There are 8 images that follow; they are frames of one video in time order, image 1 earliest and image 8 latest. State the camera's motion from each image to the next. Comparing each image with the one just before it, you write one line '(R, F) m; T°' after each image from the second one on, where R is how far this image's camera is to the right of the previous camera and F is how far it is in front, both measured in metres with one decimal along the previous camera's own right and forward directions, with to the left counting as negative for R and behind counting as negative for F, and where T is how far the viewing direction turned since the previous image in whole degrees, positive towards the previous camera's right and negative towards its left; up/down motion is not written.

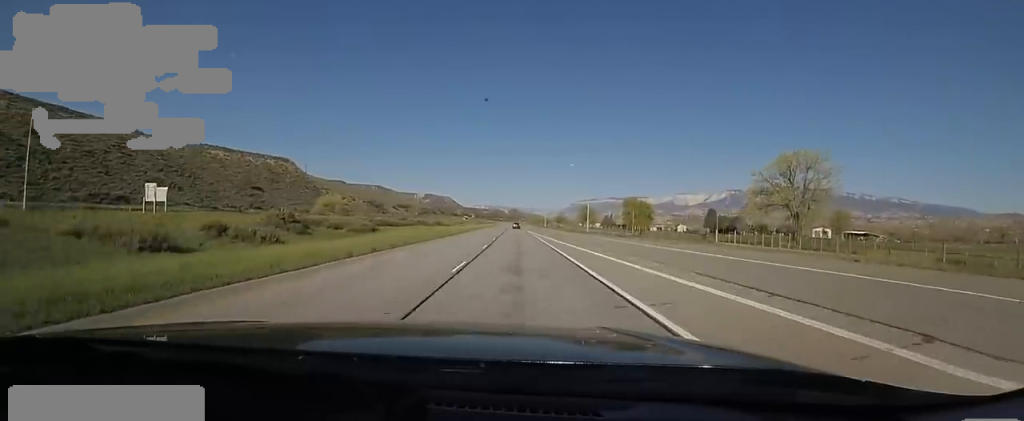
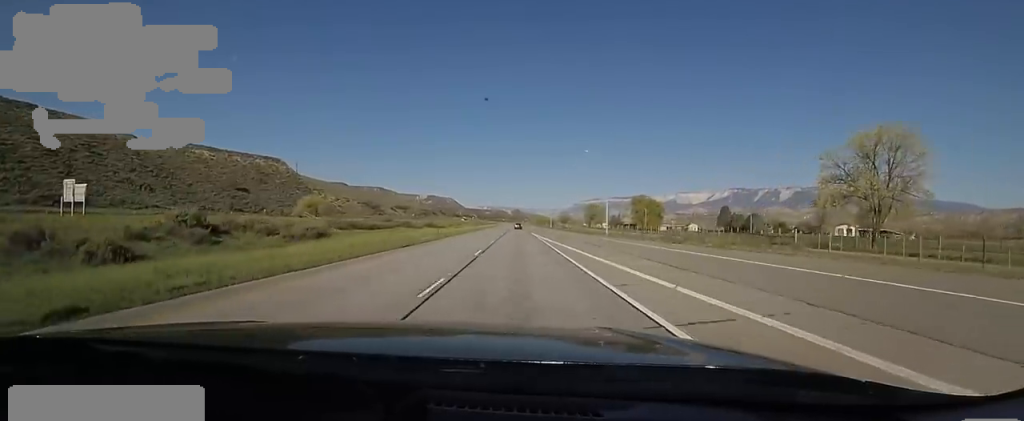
(-0.6, +16.8) m; -1°
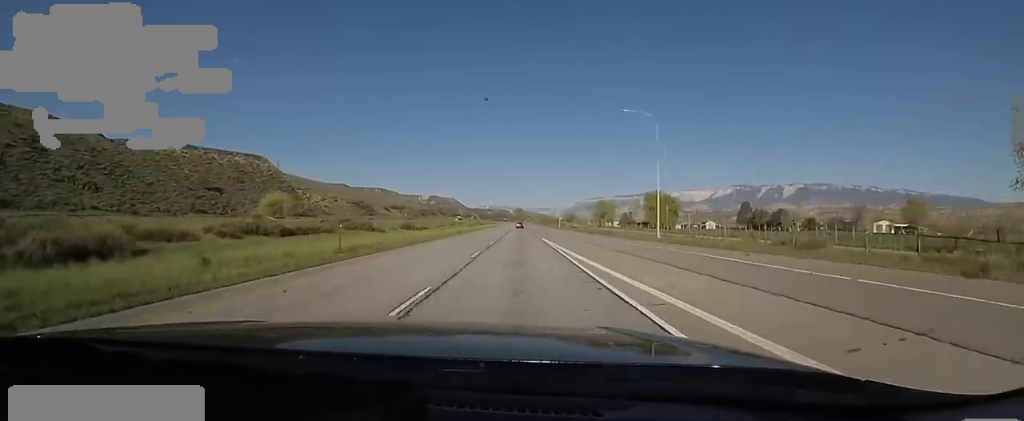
(-0.5, +25.7) m; -1°
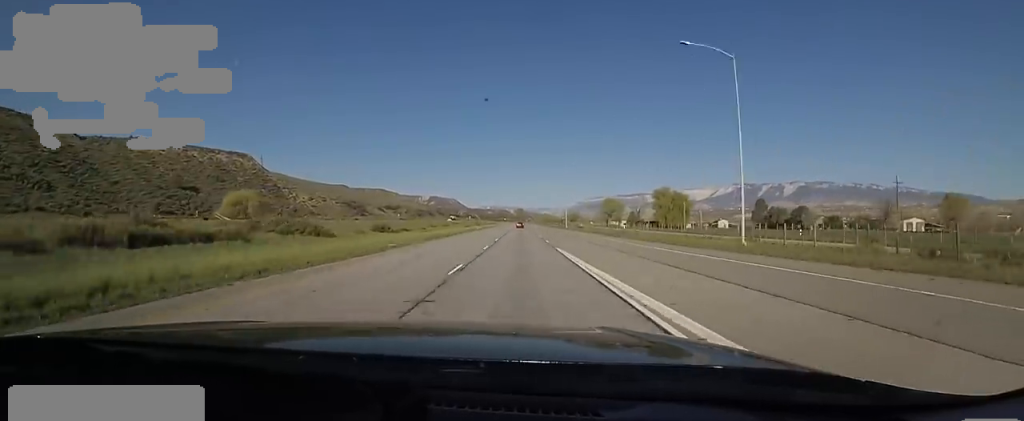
(-0.2, +17.9) m; +1°
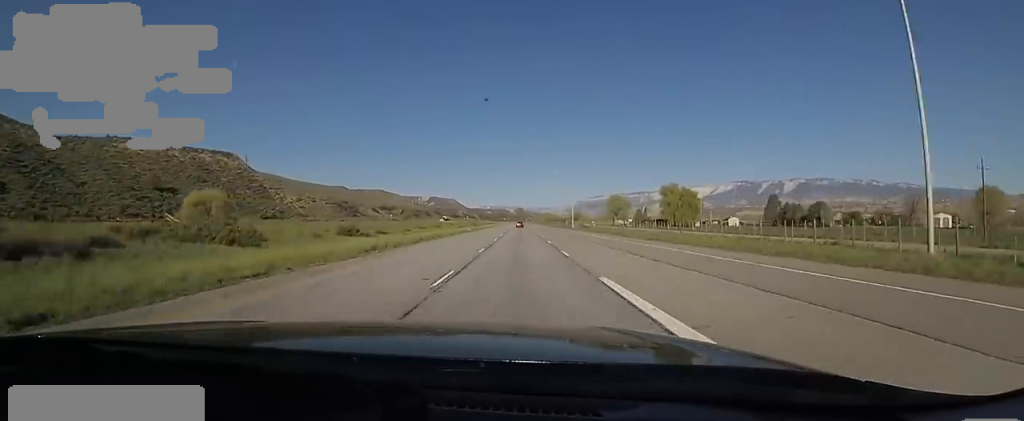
(+0.1, +14.5) m; 0°
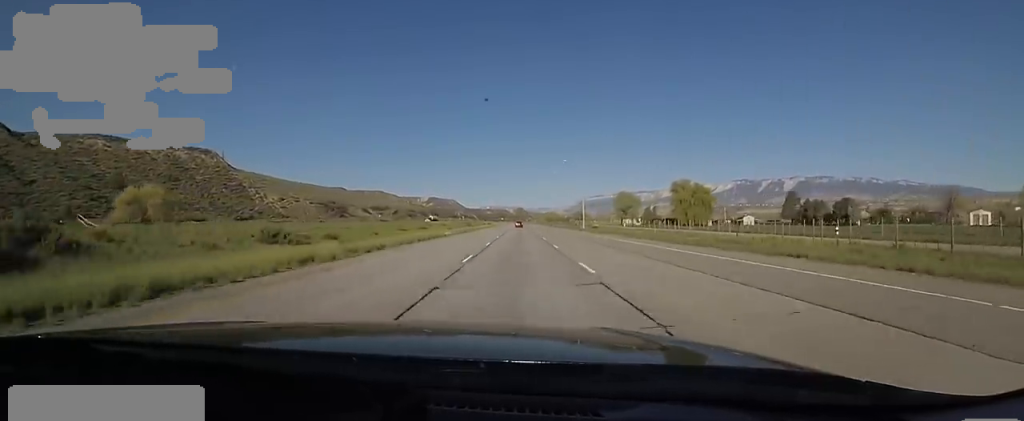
(+0.7, +18.9) m; 0°
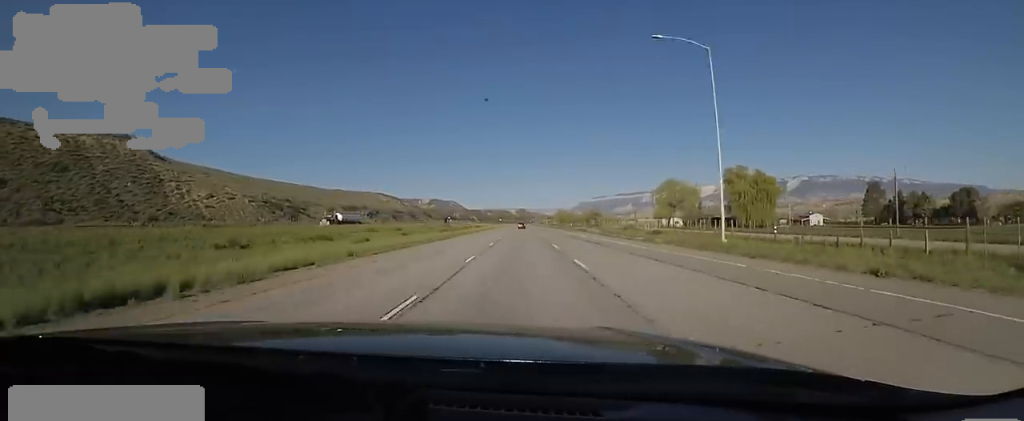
(0.0, +59.1) m; 0°
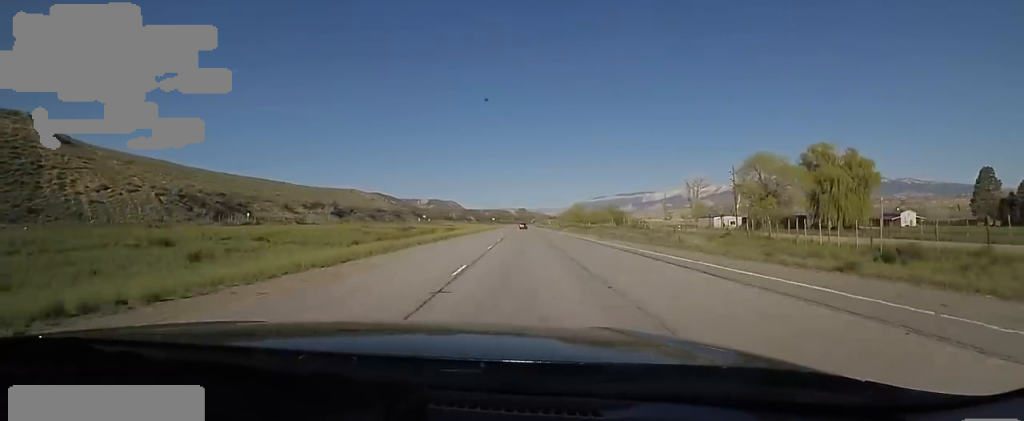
(-0.9, +53.2) m; 0°
